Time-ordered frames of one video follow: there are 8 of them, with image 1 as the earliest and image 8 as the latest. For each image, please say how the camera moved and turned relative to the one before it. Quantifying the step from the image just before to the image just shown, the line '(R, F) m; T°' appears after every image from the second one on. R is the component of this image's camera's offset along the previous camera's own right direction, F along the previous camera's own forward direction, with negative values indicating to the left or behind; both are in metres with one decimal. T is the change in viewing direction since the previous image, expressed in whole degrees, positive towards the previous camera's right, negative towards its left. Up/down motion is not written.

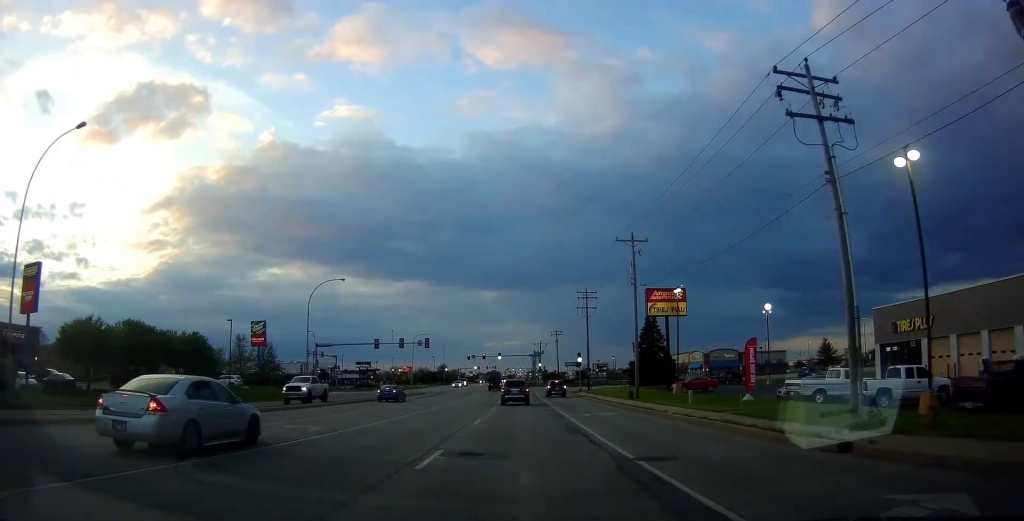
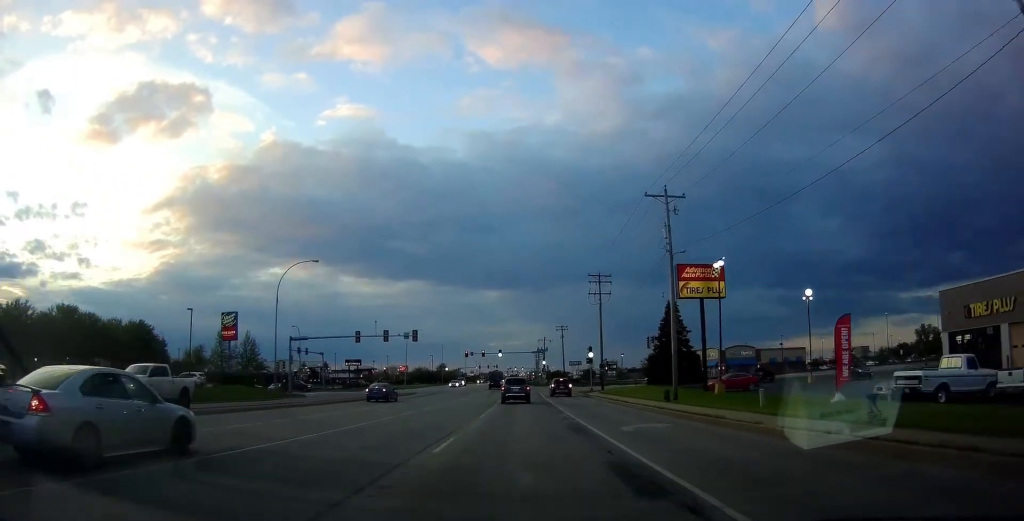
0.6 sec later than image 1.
(0.0, +9.7) m; 0°
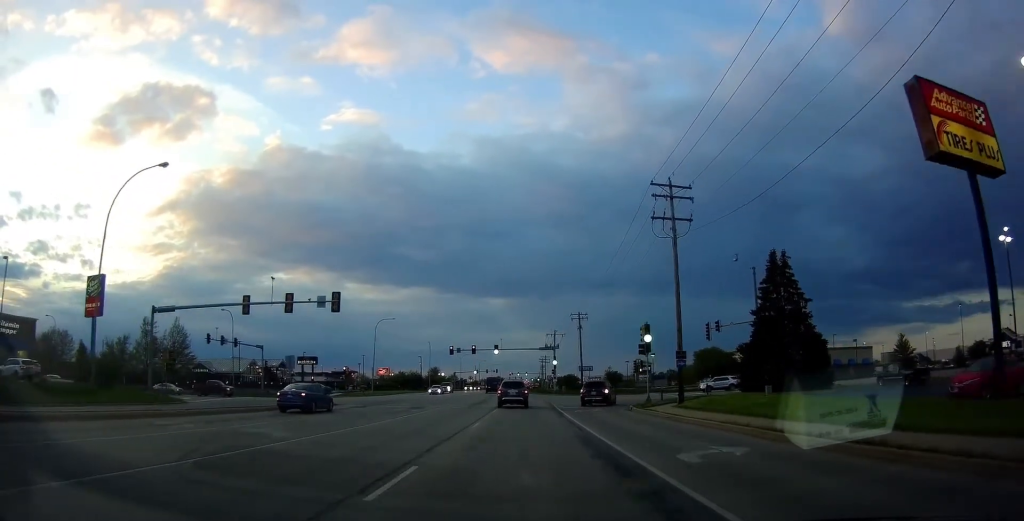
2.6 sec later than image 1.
(0.0, +30.0) m; 0°
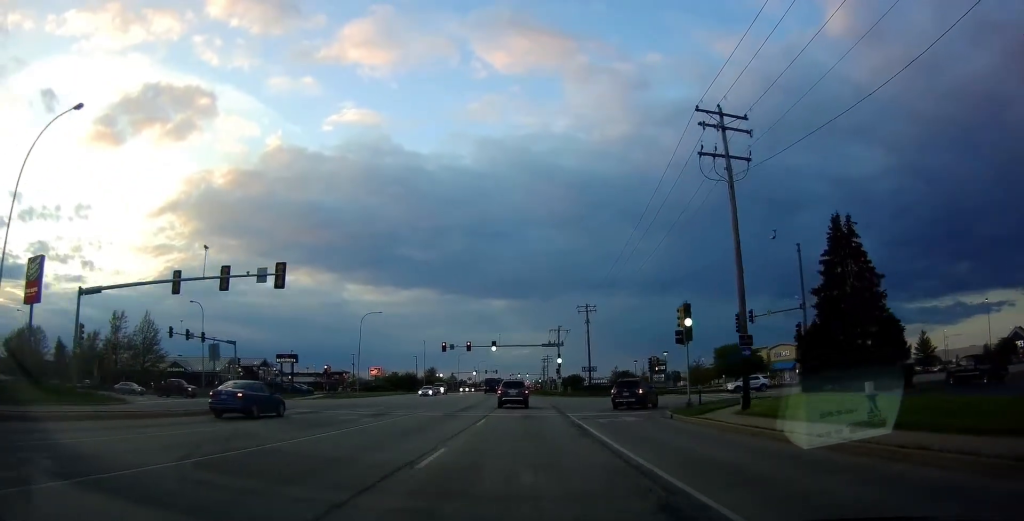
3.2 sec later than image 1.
(0.0, +9.5) m; 0°
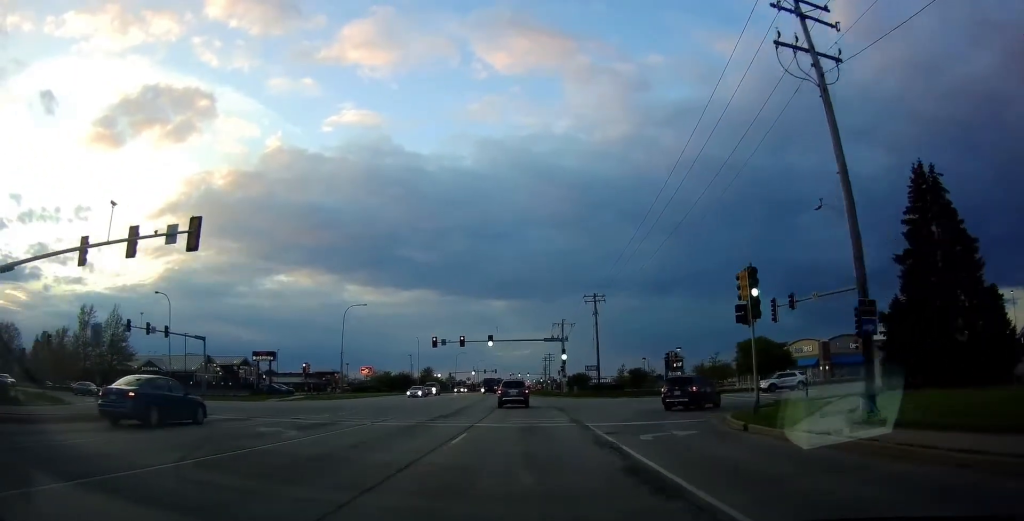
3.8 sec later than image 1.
(0.0, +8.3) m; 0°
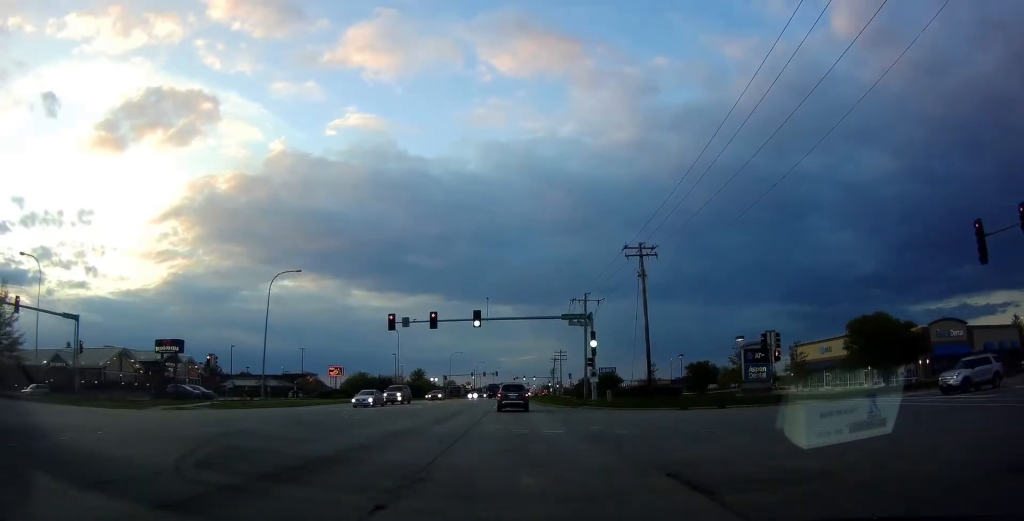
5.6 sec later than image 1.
(0.0, +25.7) m; 0°
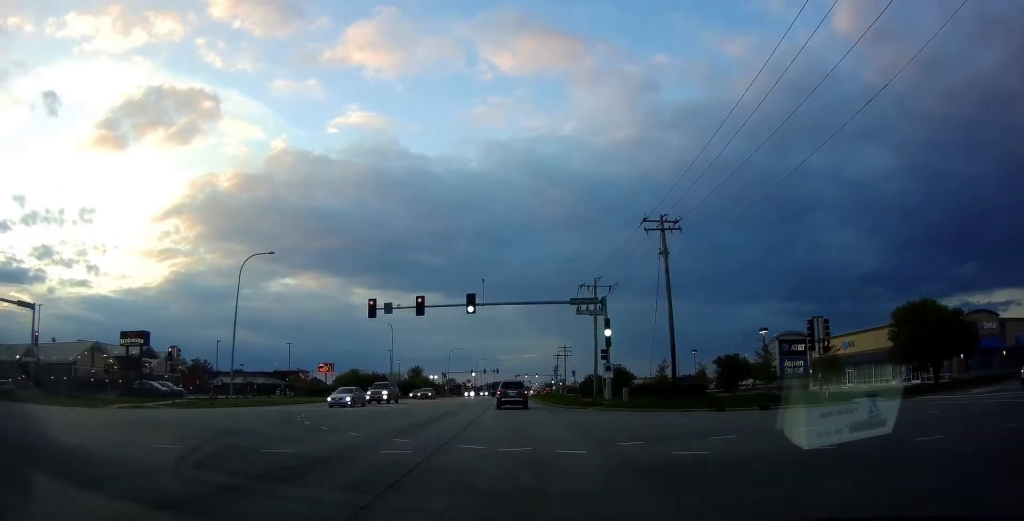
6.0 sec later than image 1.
(0.0, +6.3) m; -1°
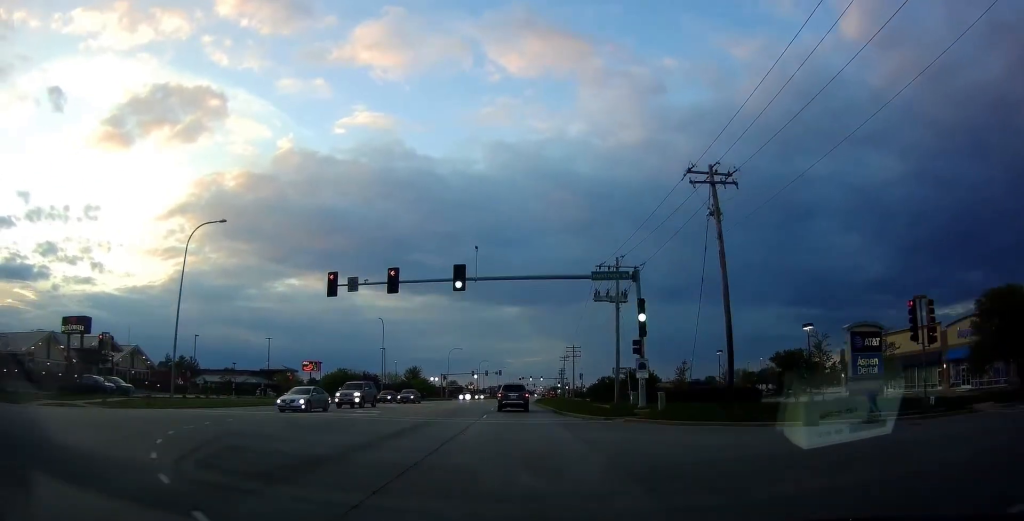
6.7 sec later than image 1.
(-0.1, +10.1) m; 0°
